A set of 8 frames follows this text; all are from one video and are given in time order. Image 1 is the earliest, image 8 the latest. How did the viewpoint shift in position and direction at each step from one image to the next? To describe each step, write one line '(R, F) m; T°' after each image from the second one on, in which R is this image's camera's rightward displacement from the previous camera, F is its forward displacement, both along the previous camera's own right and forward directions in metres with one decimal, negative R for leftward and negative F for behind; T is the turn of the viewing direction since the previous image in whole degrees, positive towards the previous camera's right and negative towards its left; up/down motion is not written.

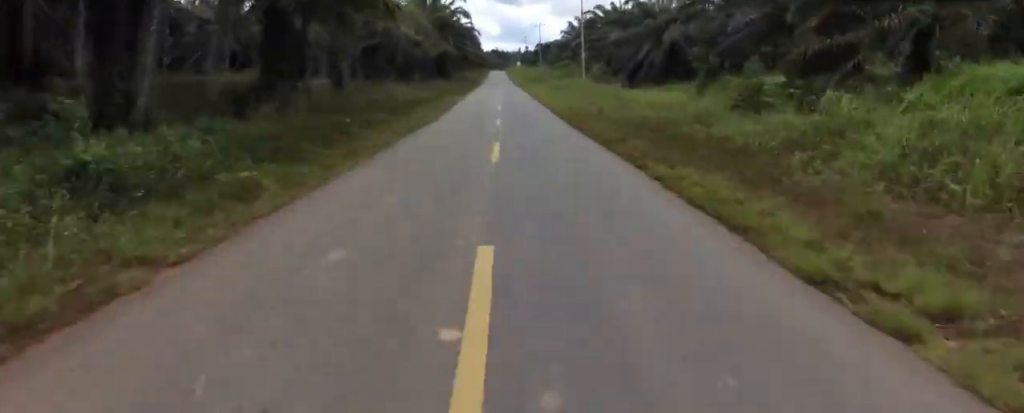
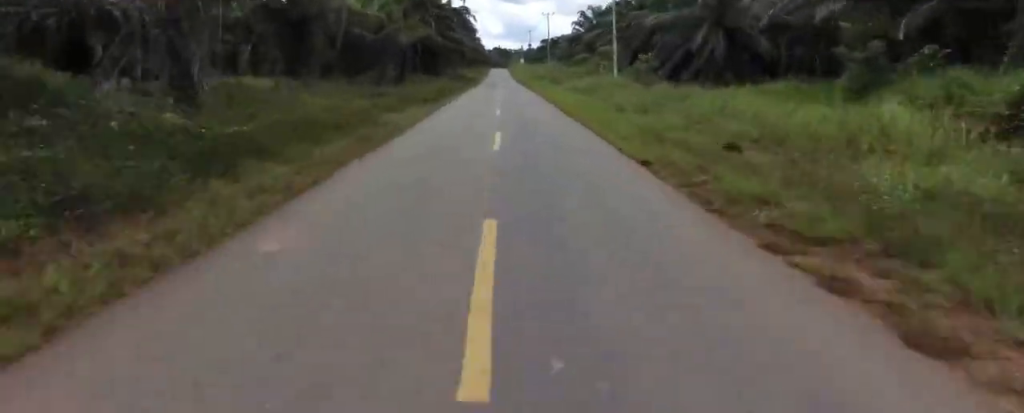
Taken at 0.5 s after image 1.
(0.0, +15.6) m; 0°
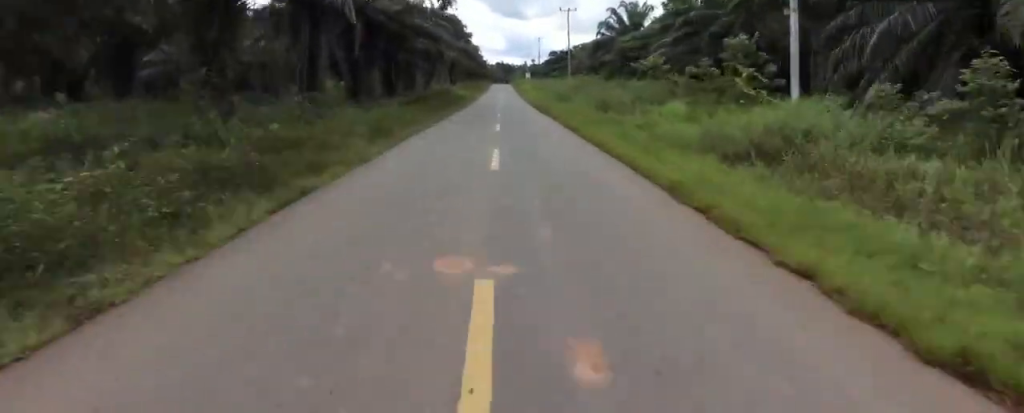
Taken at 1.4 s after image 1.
(0.0, +25.2) m; 0°
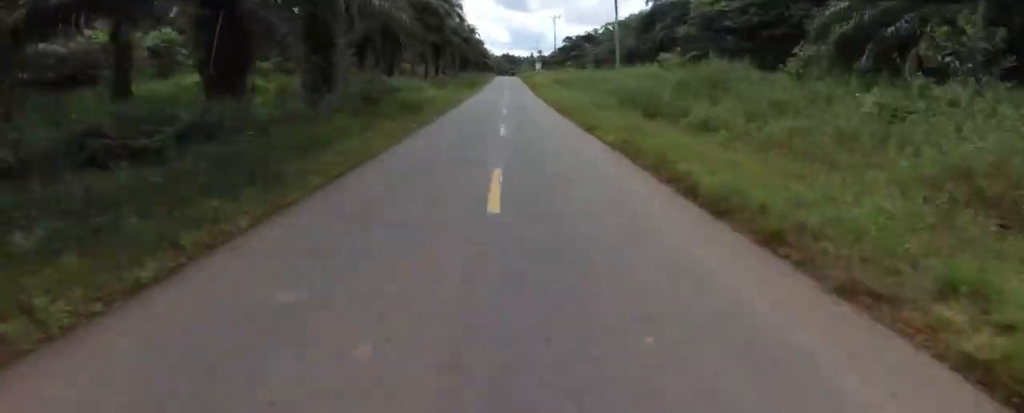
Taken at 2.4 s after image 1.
(0.0, +27.8) m; 0°
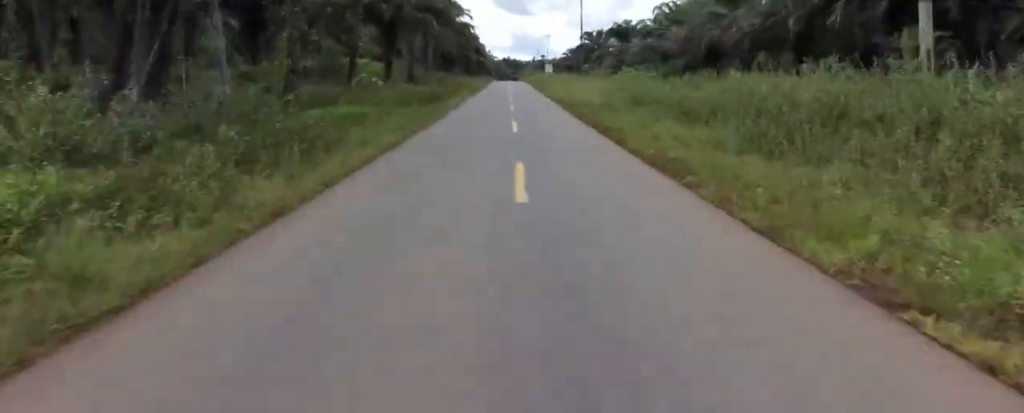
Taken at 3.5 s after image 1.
(0.0, +31.2) m; +1°
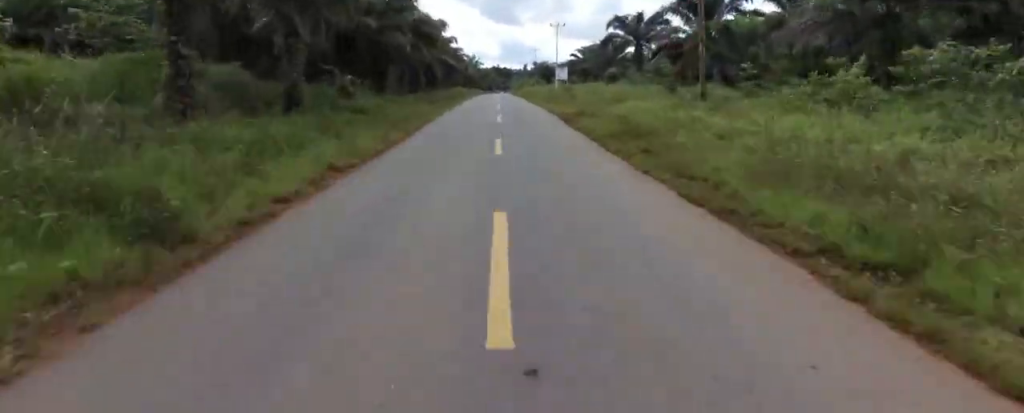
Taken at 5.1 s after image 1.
(+0.7, +44.3) m; +1°
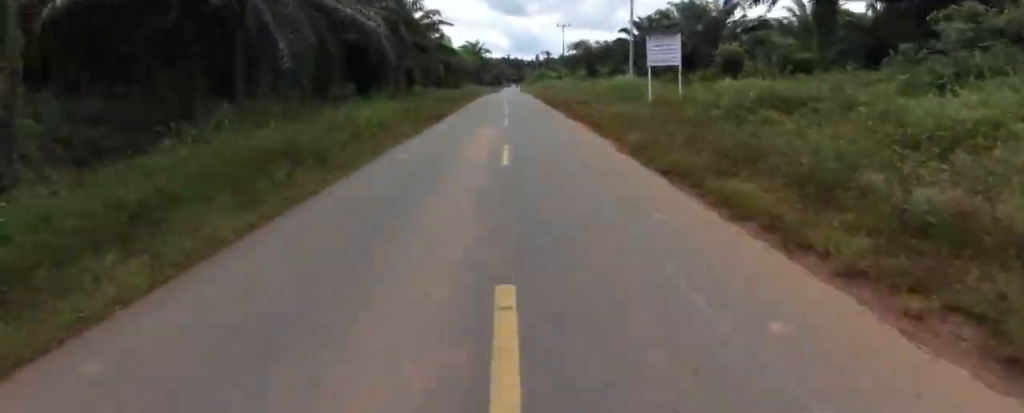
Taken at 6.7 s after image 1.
(-0.6, +43.3) m; -2°
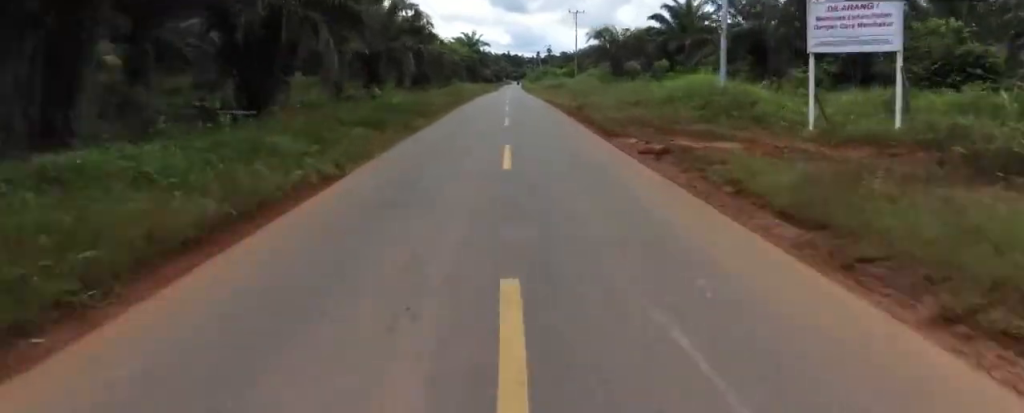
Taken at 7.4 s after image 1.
(-0.1, +17.0) m; 0°
